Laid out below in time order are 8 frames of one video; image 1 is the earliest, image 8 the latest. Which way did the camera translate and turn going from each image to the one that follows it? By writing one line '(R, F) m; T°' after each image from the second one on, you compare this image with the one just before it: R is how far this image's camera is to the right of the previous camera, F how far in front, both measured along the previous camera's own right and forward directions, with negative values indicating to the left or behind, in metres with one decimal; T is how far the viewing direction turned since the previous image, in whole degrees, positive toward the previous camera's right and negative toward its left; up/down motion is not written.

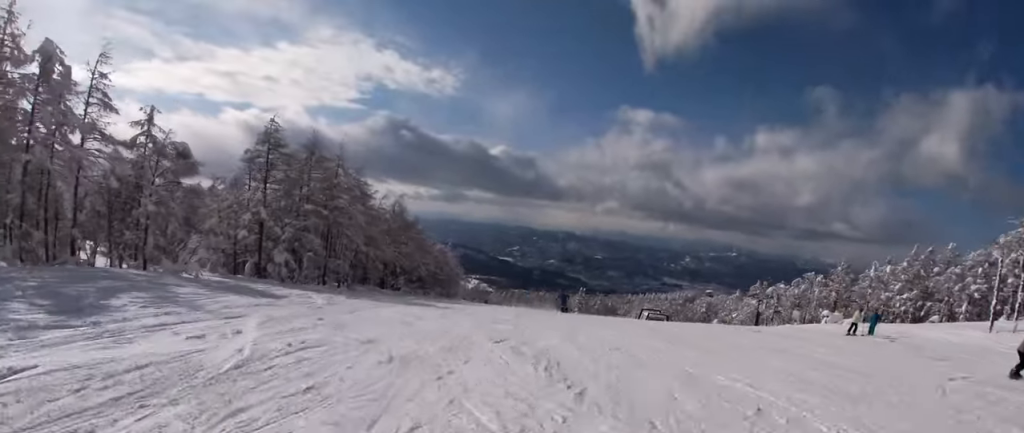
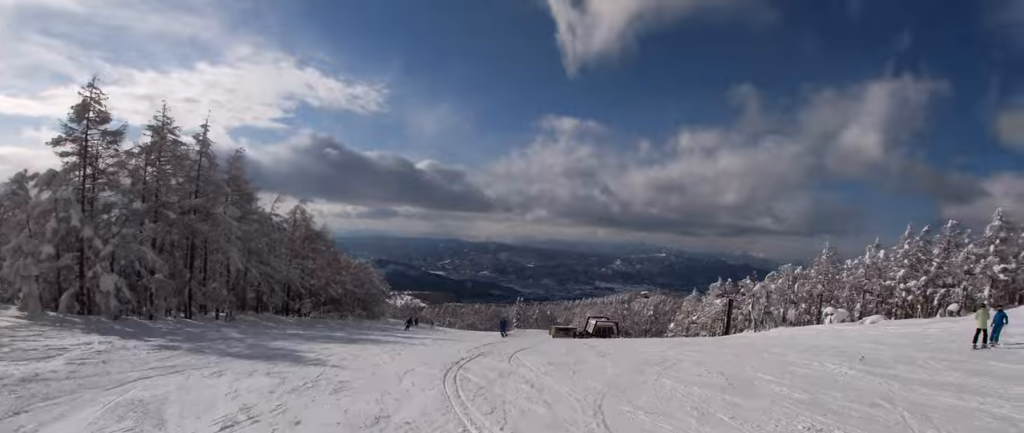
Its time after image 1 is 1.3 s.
(0.0, +13.3) m; 0°
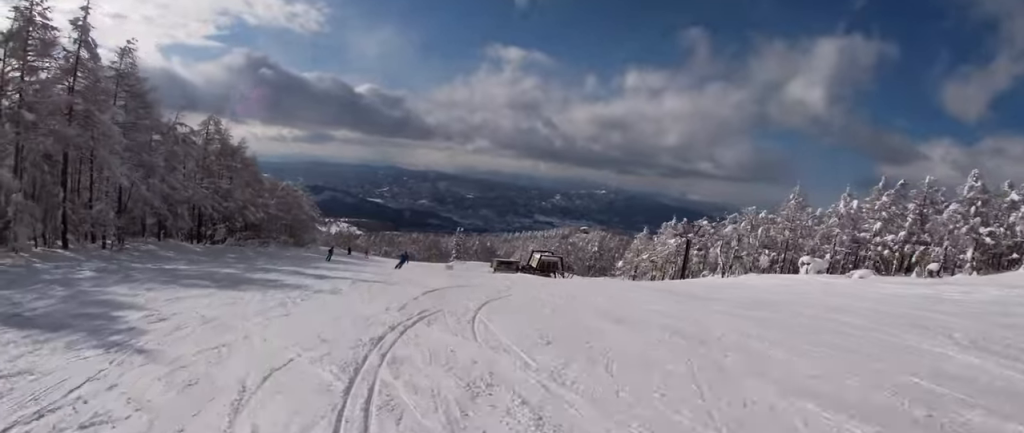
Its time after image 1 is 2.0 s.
(0.0, +6.6) m; 0°
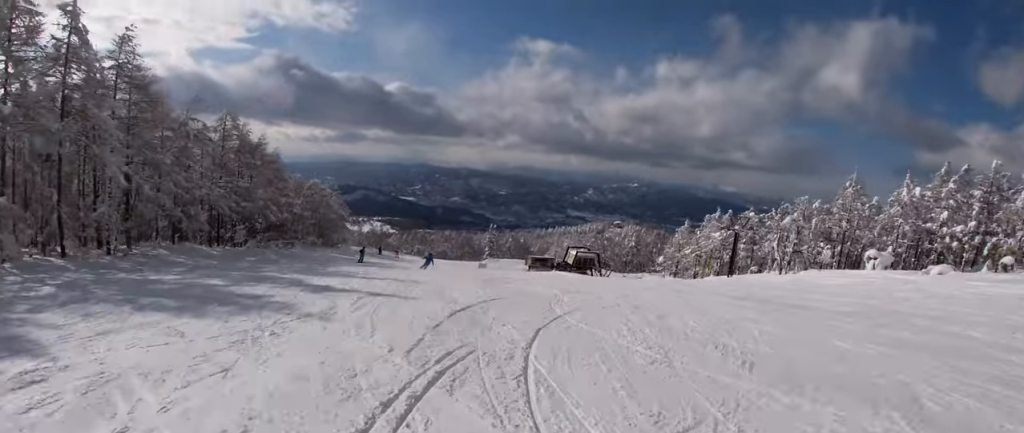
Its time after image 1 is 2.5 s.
(0.0, +4.0) m; 0°
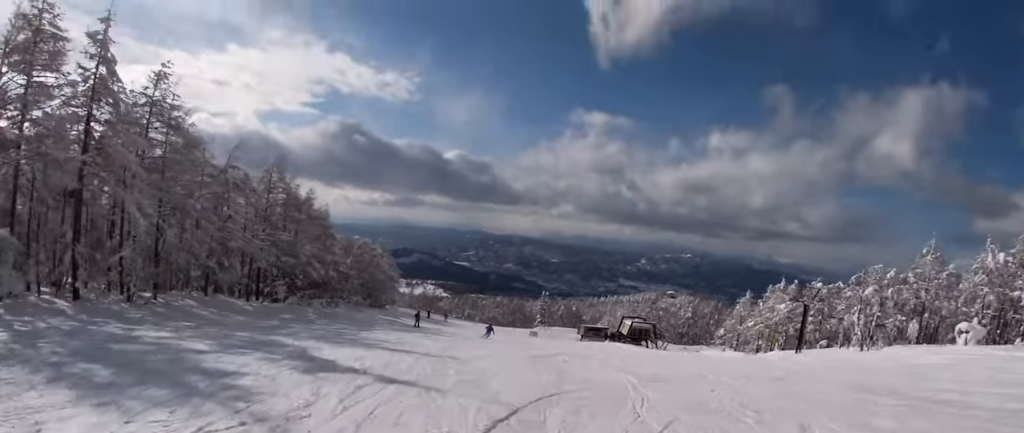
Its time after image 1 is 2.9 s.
(0.0, +3.8) m; 0°
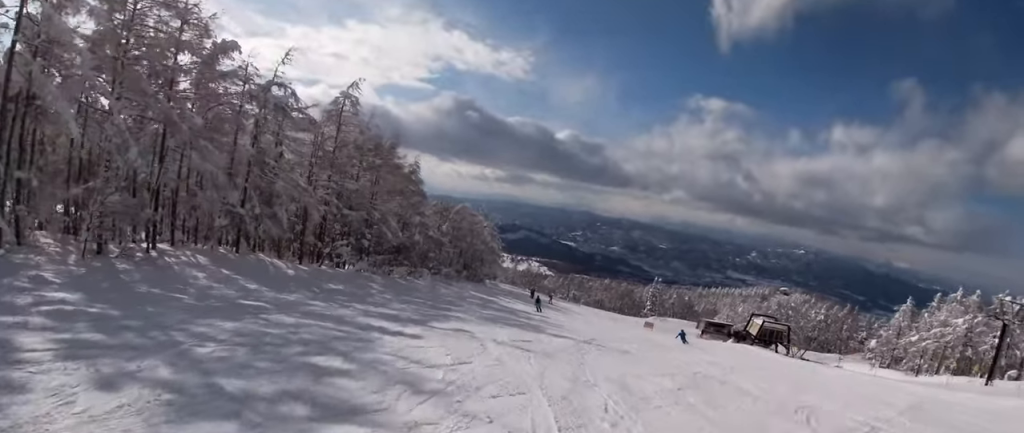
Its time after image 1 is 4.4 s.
(0.0, +13.0) m; 0°
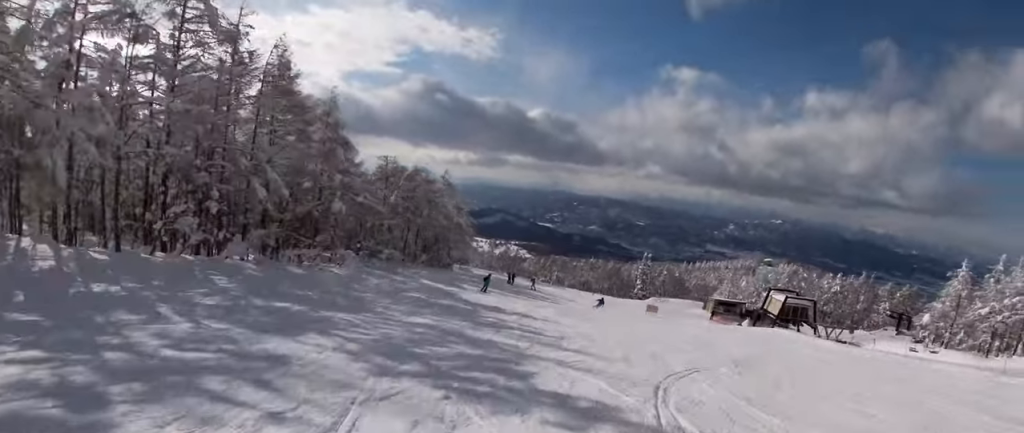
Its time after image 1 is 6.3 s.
(0.0, +16.4) m; 0°
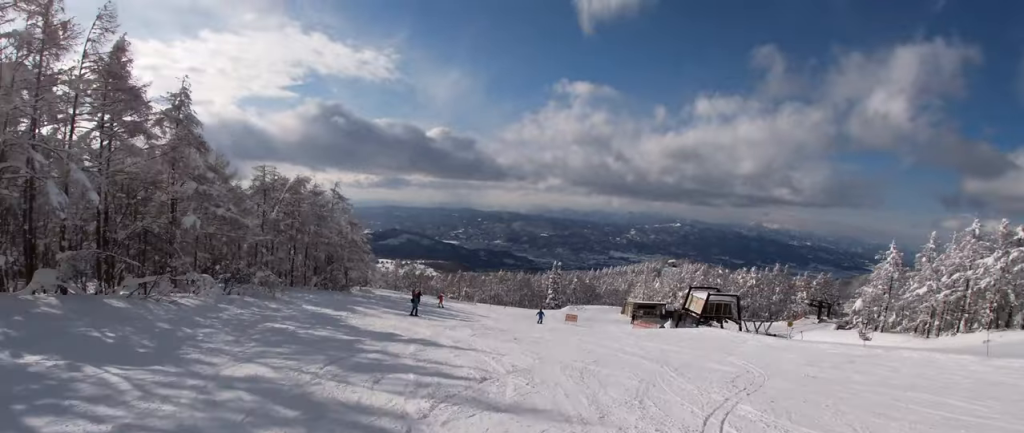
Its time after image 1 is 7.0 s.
(0.0, +6.4) m; 0°
